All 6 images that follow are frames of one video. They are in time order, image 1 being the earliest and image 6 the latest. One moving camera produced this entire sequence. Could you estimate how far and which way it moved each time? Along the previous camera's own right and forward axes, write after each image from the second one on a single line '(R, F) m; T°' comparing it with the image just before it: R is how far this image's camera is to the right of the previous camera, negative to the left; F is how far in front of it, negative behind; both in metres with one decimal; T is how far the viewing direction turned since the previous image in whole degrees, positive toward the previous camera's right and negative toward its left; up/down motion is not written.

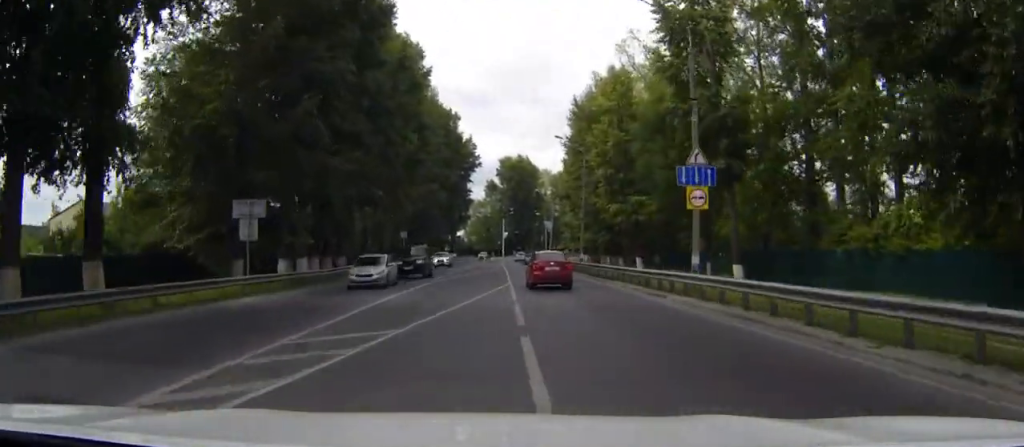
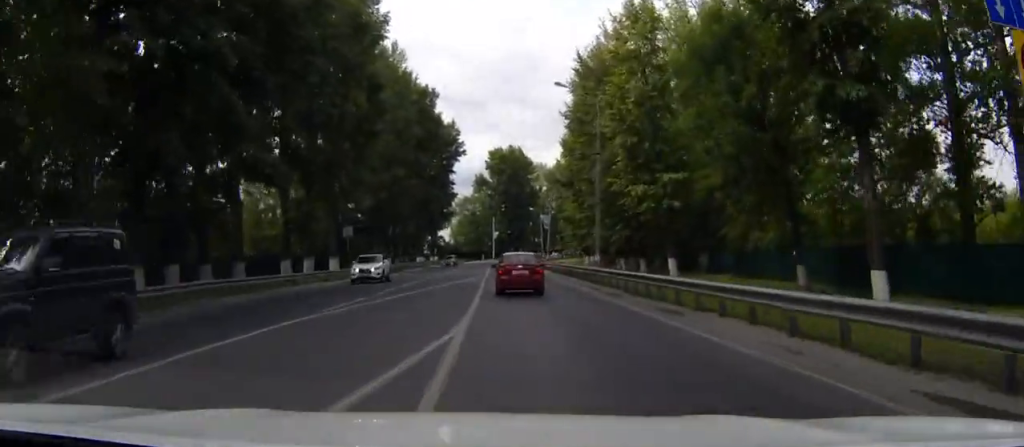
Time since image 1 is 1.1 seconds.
(+0.2, +20.1) m; +1°
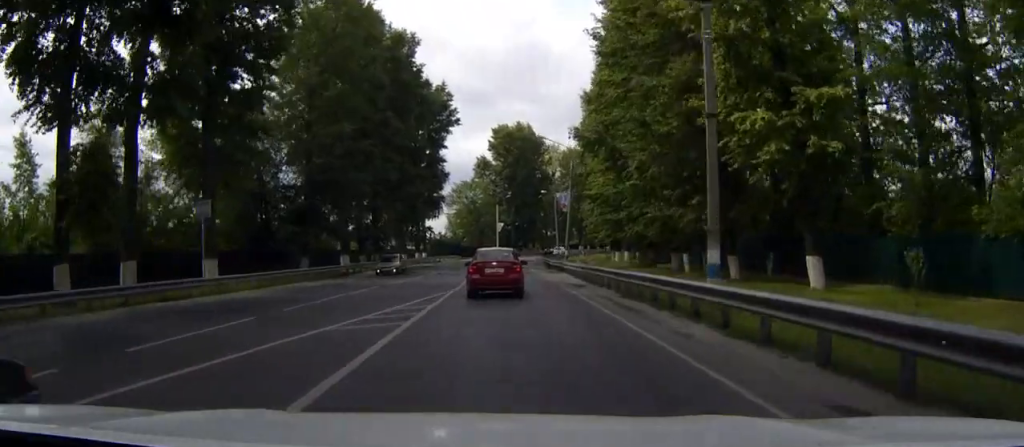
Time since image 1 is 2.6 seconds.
(+0.2, +25.7) m; -3°
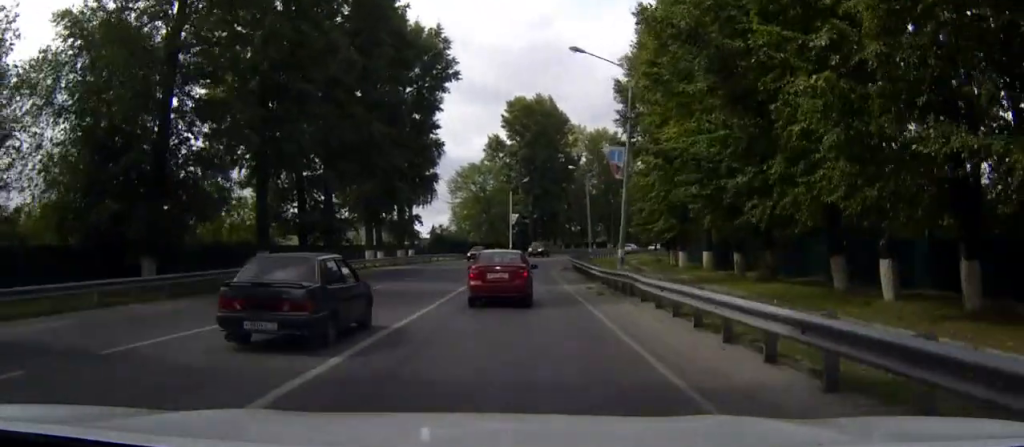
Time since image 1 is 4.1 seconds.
(-0.4, +24.7) m; +2°
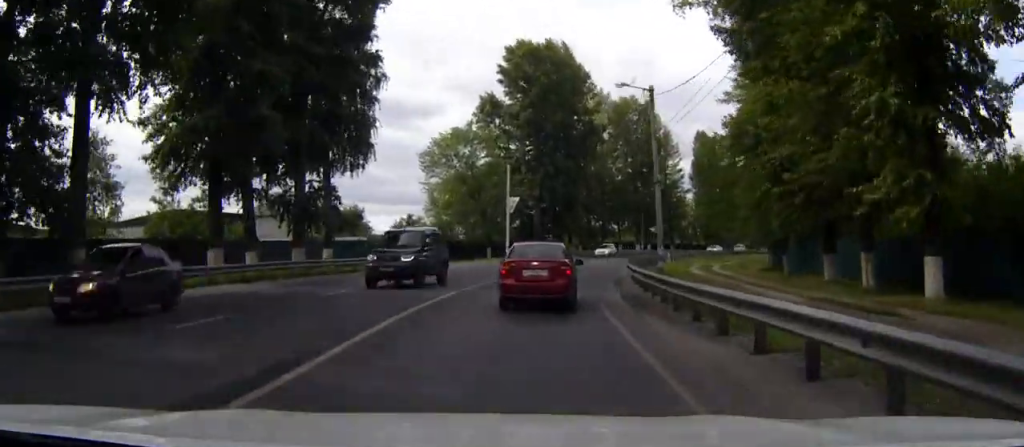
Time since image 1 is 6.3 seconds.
(+0.4, +32.7) m; -1°
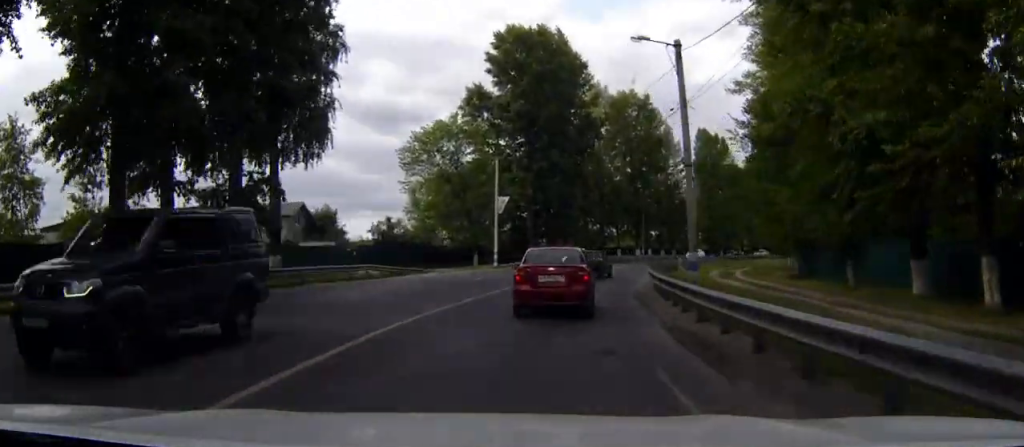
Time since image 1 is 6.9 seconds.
(0.0, +8.1) m; 0°
